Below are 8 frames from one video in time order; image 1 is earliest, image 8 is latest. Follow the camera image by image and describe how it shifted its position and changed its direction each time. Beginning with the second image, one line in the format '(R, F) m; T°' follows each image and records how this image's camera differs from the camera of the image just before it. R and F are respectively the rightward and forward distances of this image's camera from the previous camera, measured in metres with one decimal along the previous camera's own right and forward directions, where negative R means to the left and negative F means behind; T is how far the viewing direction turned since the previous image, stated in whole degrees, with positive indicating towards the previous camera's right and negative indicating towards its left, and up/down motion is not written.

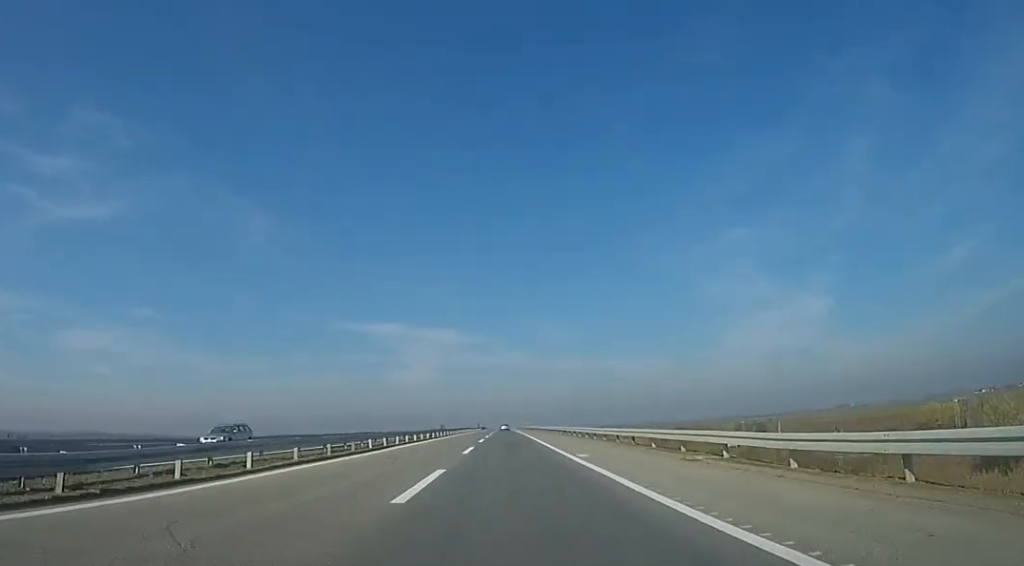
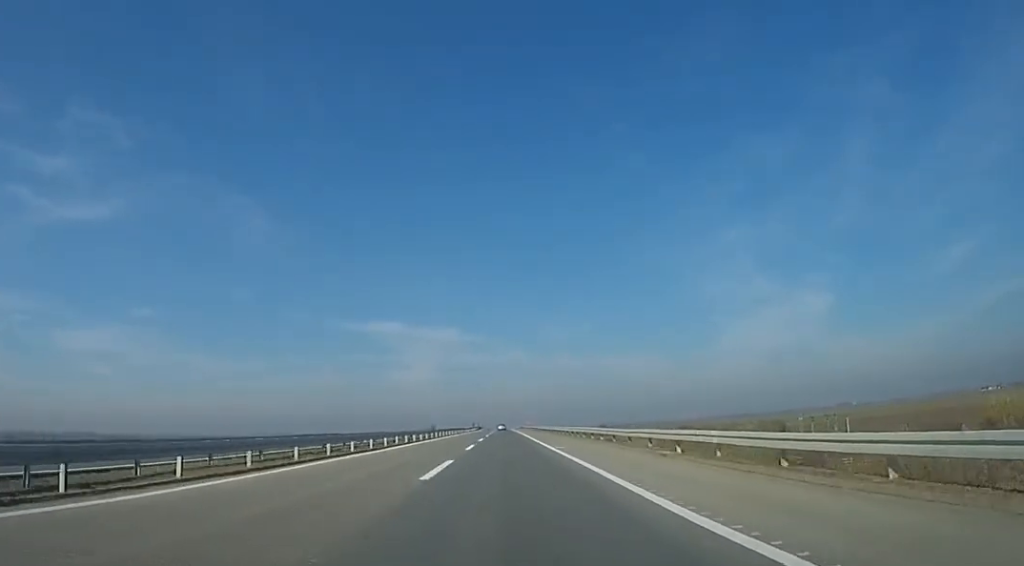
(+0.2, +27.7) m; +1°
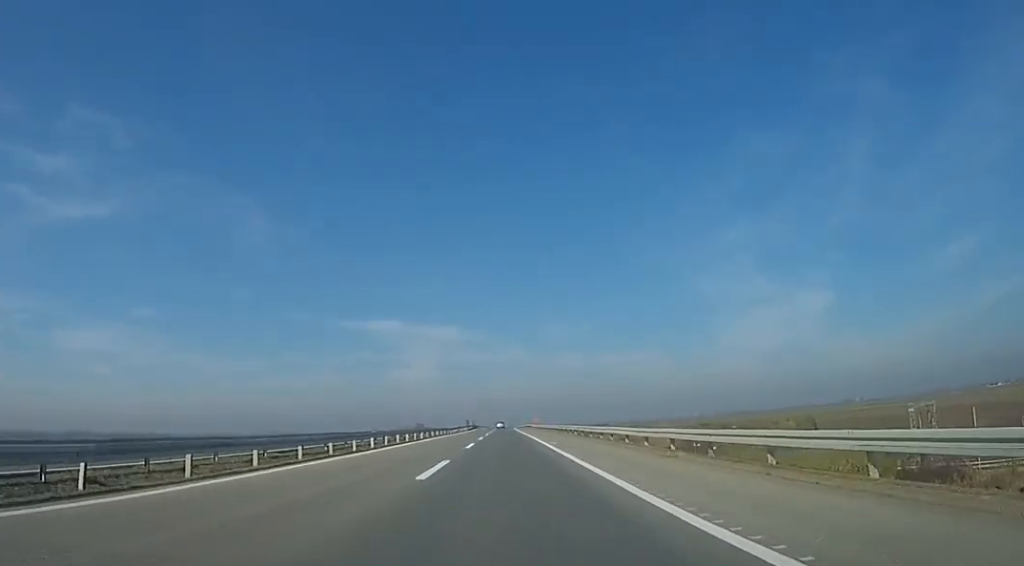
(+0.8, +31.7) m; +1°
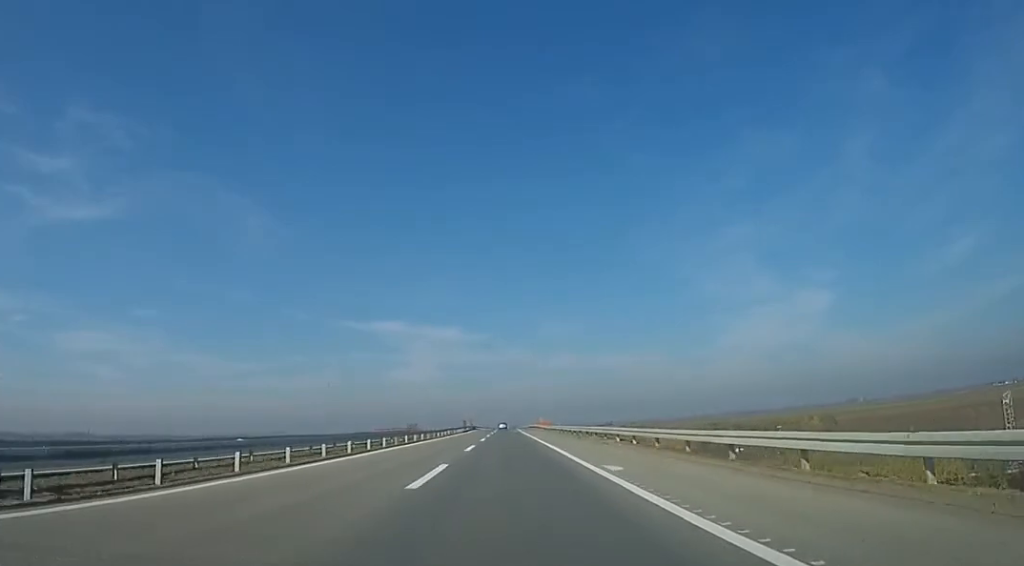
(-0.4, +17.5) m; 0°
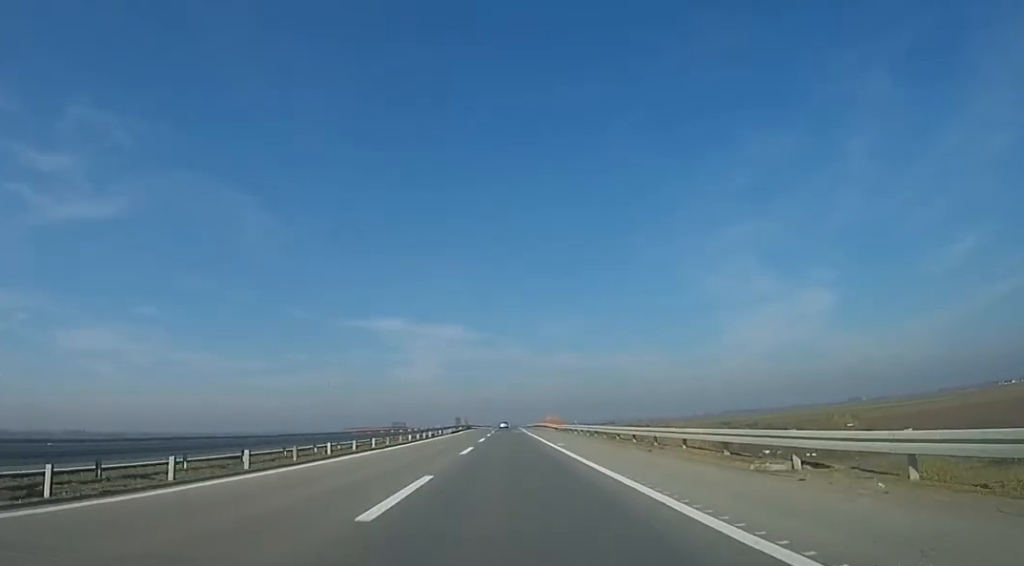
(+0.3, +19.6) m; -1°
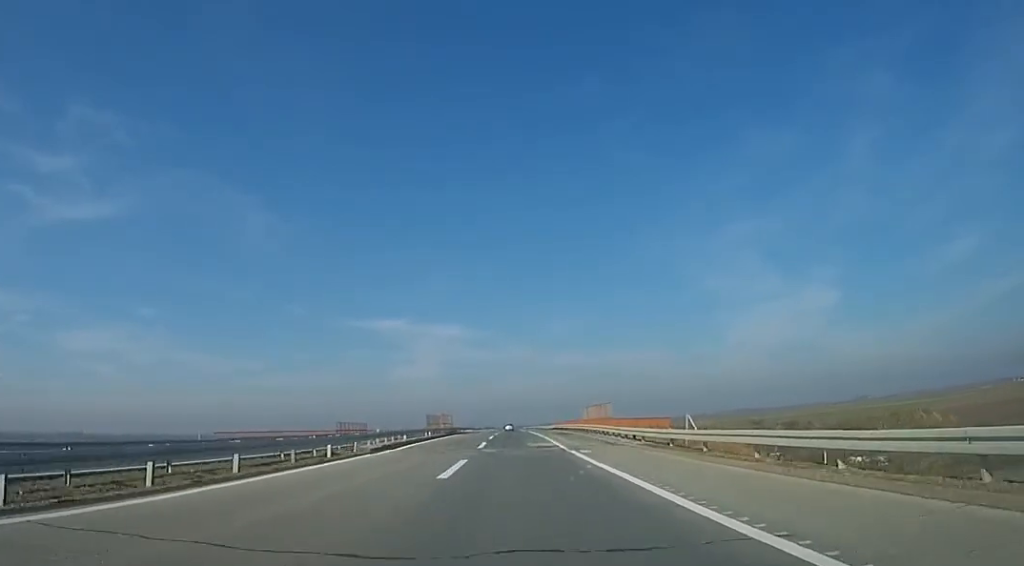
(-1.3, +41.3) m; -1°
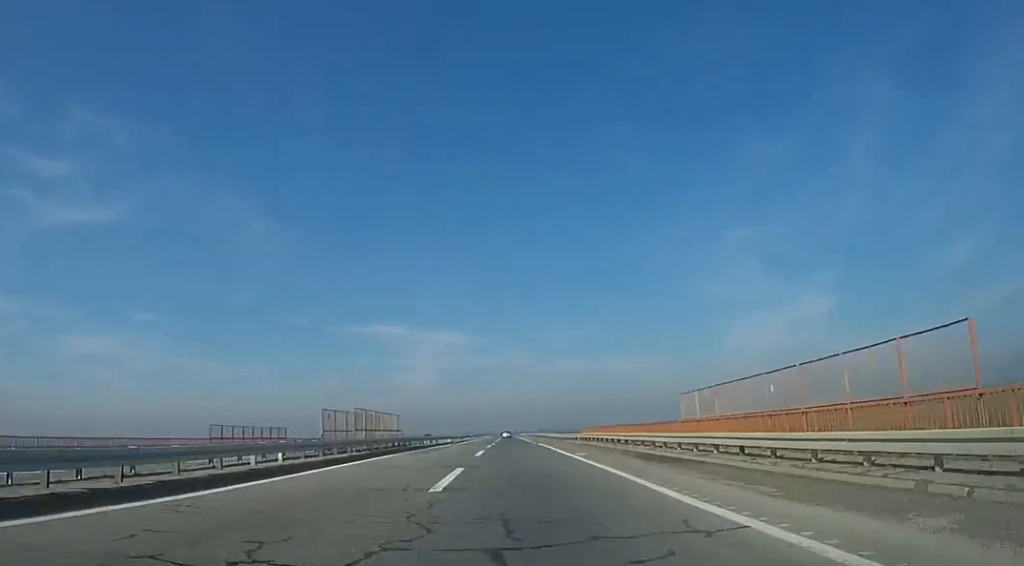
(+1.2, +33.6) m; 0°
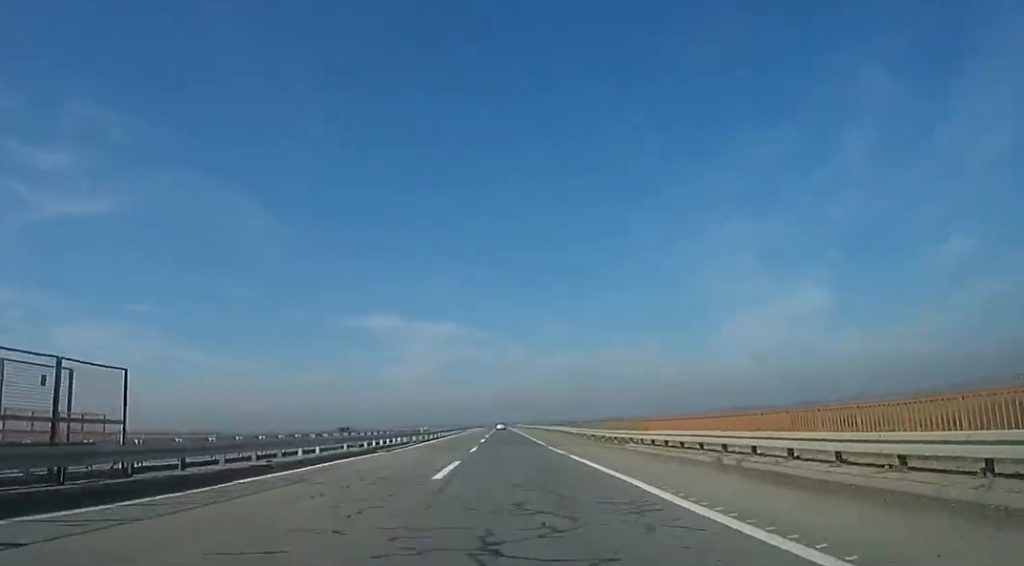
(-1.1, +29.4) m; -1°
